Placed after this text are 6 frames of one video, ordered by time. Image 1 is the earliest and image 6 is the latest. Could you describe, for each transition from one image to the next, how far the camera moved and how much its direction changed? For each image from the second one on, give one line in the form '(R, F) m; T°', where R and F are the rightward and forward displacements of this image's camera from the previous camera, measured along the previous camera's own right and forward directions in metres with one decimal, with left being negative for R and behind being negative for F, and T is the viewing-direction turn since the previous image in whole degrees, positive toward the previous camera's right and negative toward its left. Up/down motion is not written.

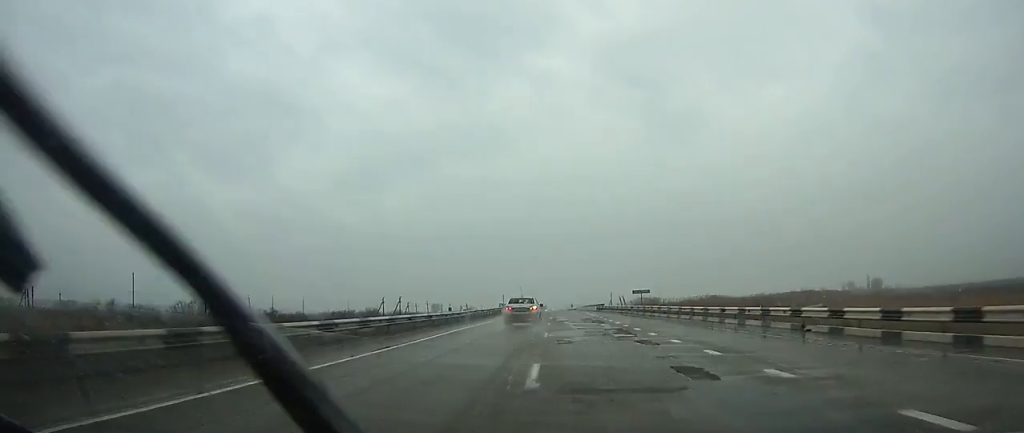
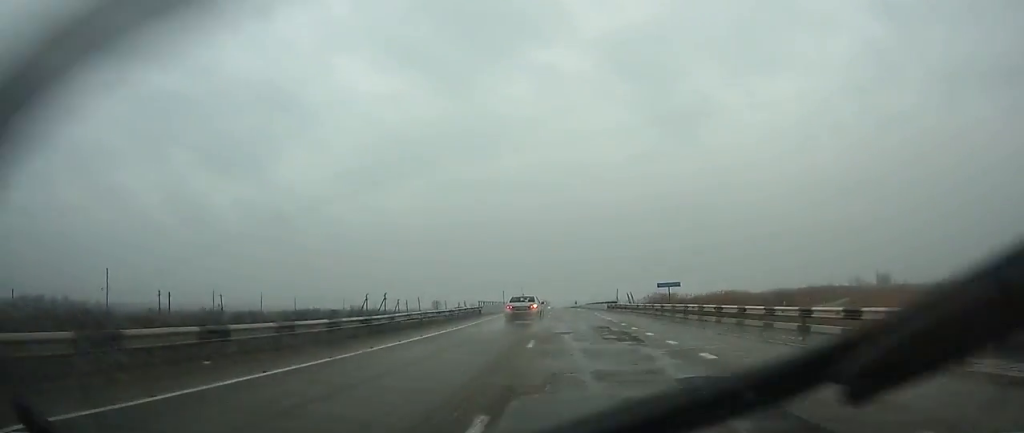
(-0.1, +16.7) m; 0°
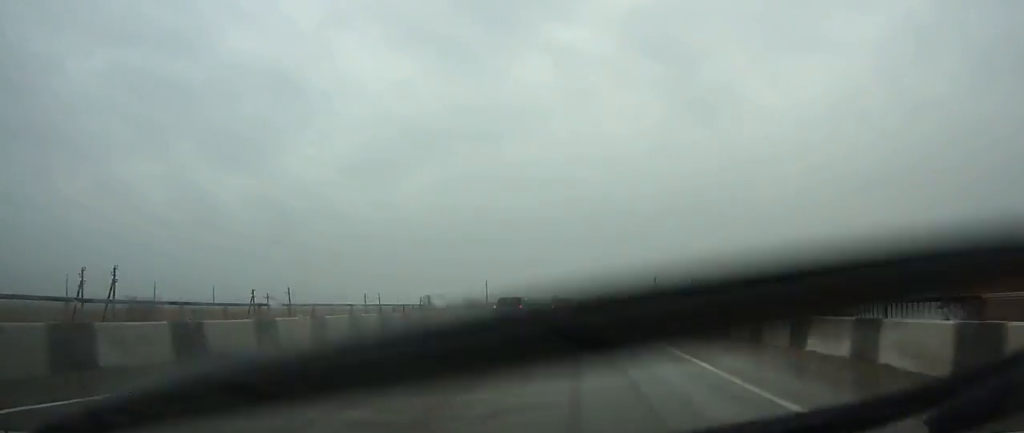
(-1.5, +99.0) m; -2°
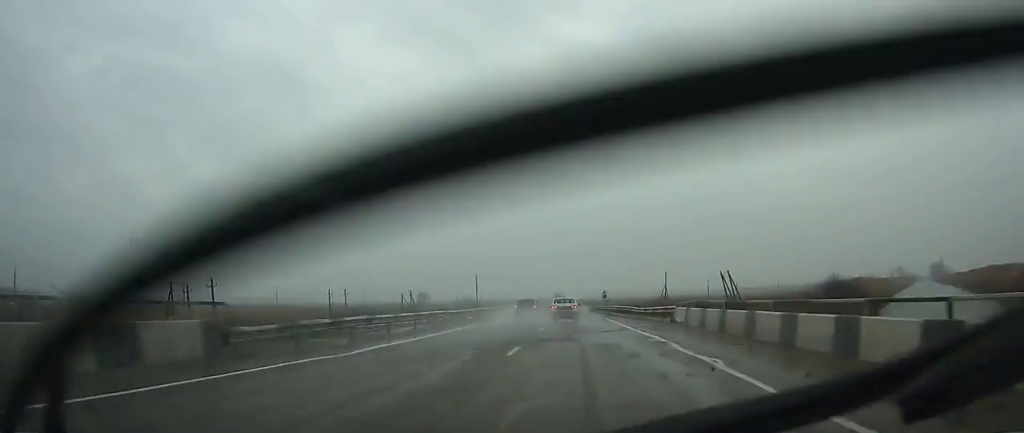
(-0.1, +22.9) m; 0°
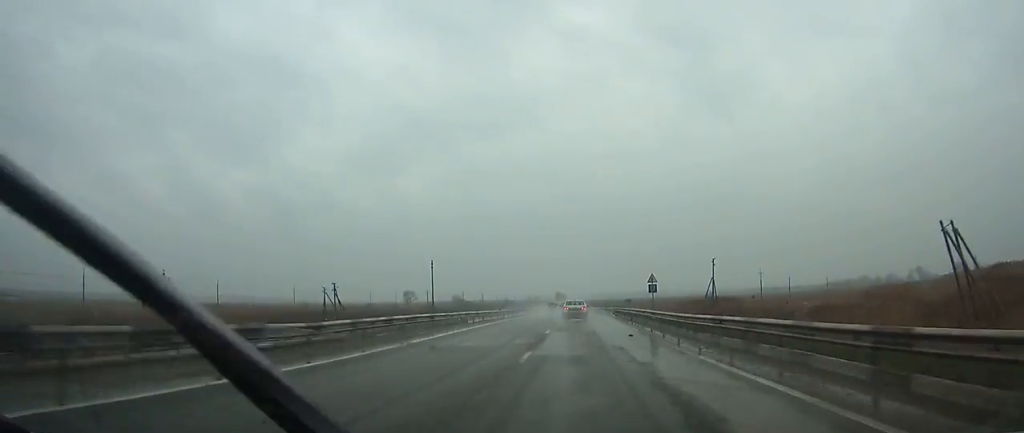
(-0.3, +60.5) m; 0°
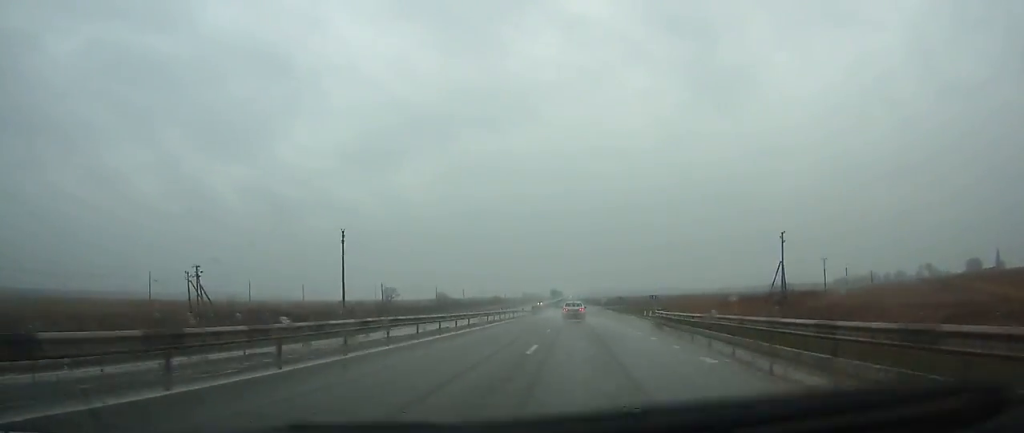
(+0.3, +45.7) m; +1°
